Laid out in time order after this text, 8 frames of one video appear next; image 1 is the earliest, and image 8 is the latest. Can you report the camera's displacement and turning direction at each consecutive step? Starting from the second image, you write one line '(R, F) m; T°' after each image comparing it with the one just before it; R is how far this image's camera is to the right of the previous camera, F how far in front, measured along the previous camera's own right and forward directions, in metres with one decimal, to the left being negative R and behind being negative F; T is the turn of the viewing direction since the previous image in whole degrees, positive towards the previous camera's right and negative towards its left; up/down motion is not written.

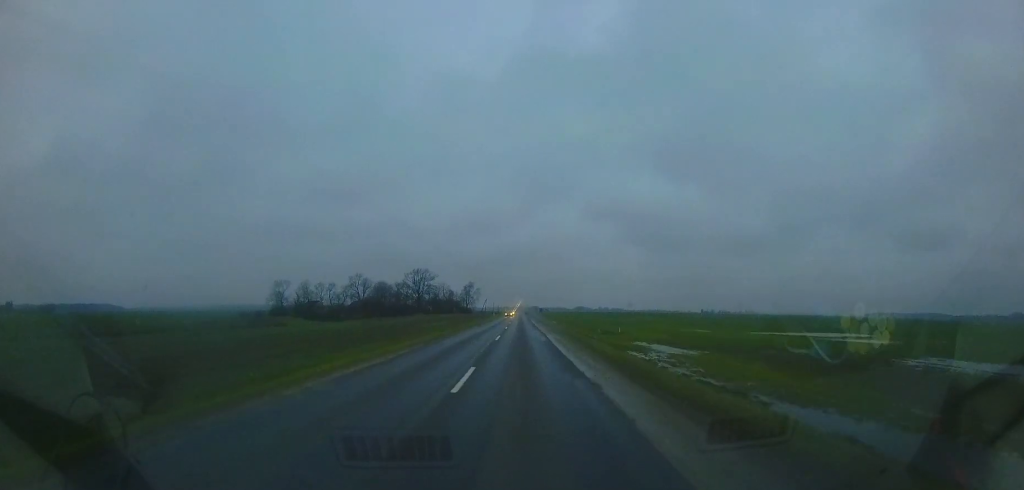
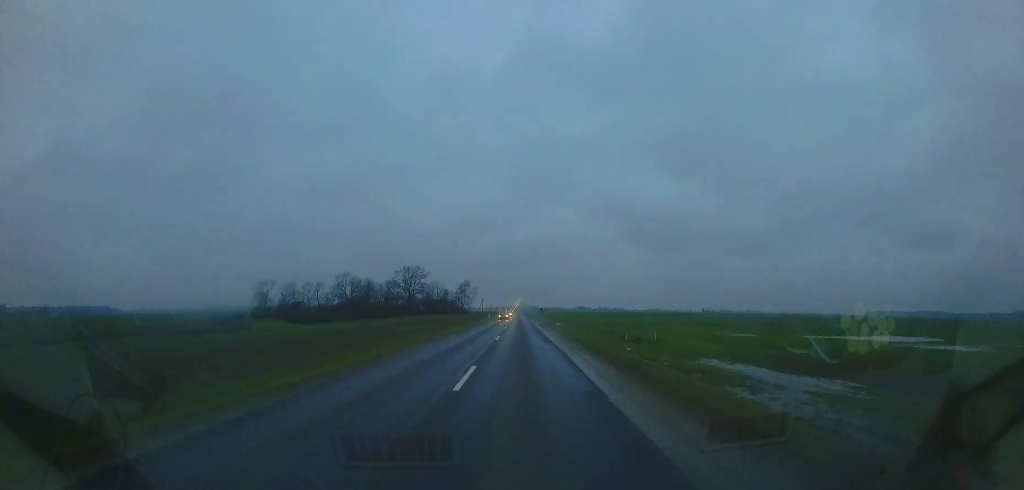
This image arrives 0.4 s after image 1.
(0.0, +11.7) m; 0°
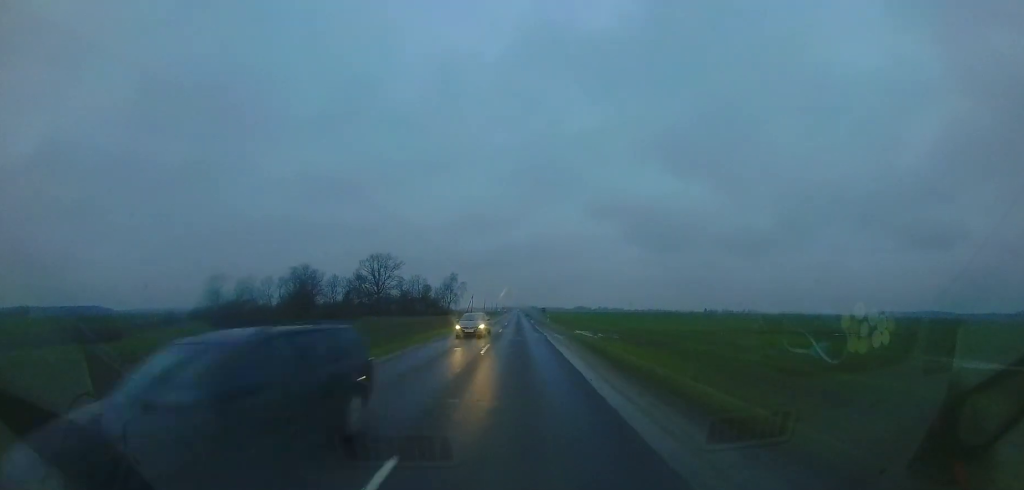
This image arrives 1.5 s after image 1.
(+0.3, +29.8) m; 0°
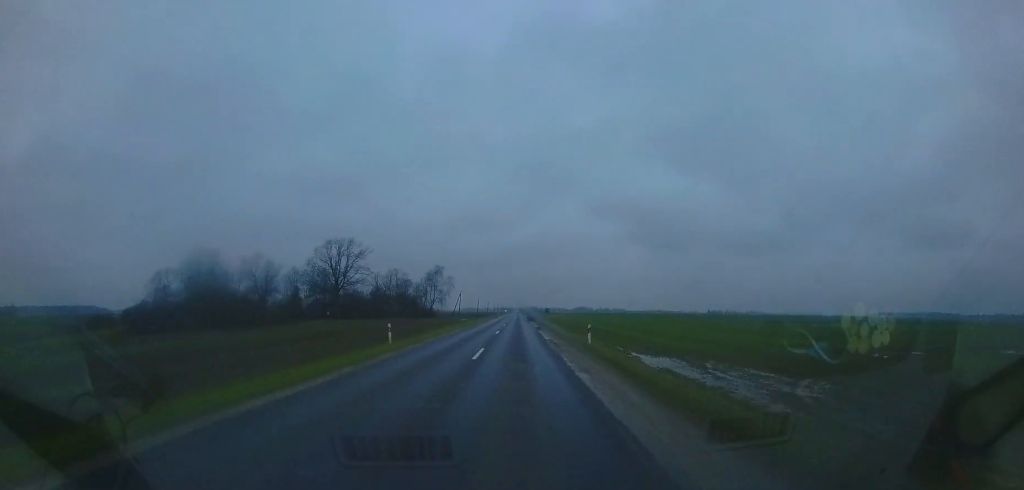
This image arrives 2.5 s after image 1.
(-0.1, +25.1) m; -1°
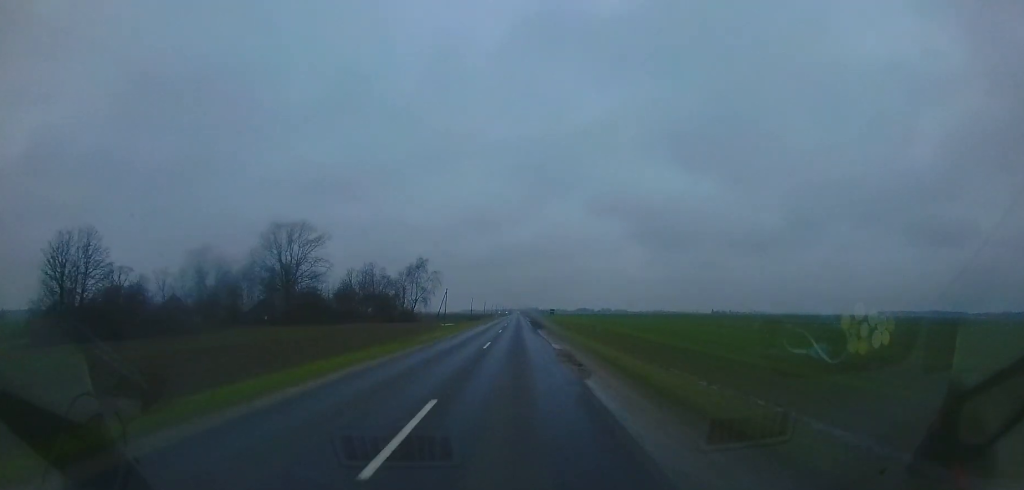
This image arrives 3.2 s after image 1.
(-0.2, +19.6) m; 0°
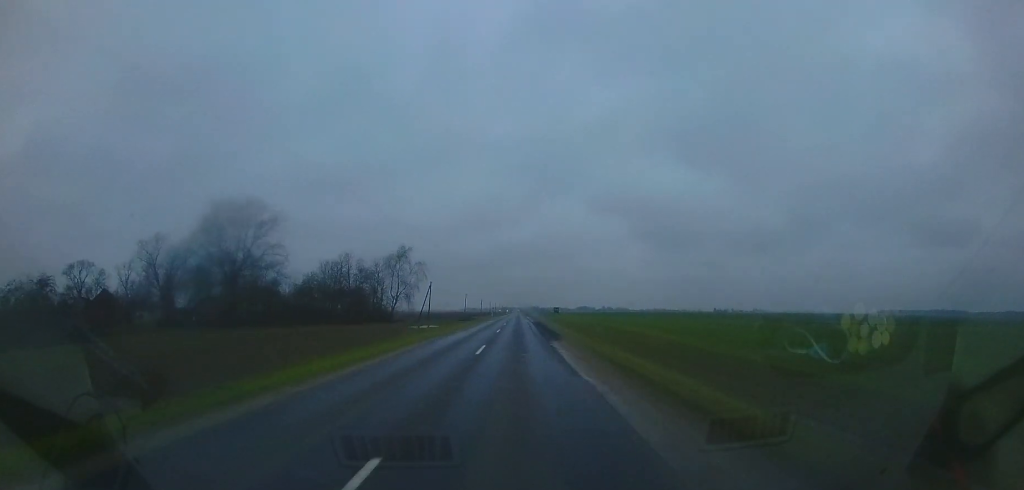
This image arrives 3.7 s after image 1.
(0.0, +14.3) m; 0°
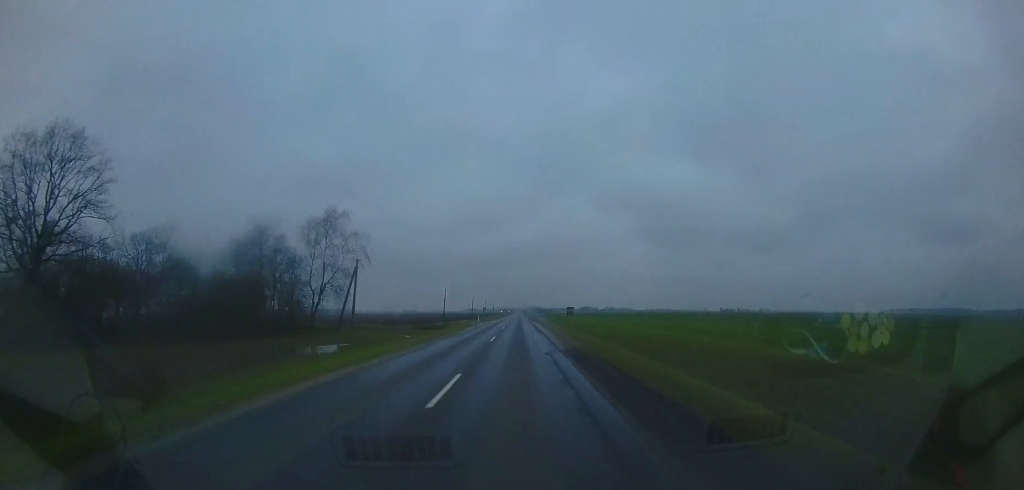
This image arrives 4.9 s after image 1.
(0.0, +30.4) m; 0°
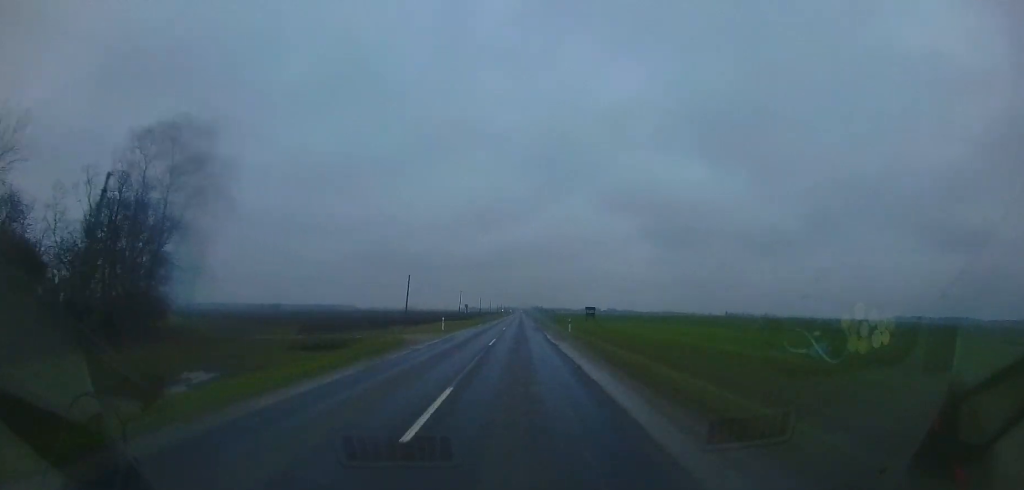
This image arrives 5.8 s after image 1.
(0.0, +25.2) m; 0°
